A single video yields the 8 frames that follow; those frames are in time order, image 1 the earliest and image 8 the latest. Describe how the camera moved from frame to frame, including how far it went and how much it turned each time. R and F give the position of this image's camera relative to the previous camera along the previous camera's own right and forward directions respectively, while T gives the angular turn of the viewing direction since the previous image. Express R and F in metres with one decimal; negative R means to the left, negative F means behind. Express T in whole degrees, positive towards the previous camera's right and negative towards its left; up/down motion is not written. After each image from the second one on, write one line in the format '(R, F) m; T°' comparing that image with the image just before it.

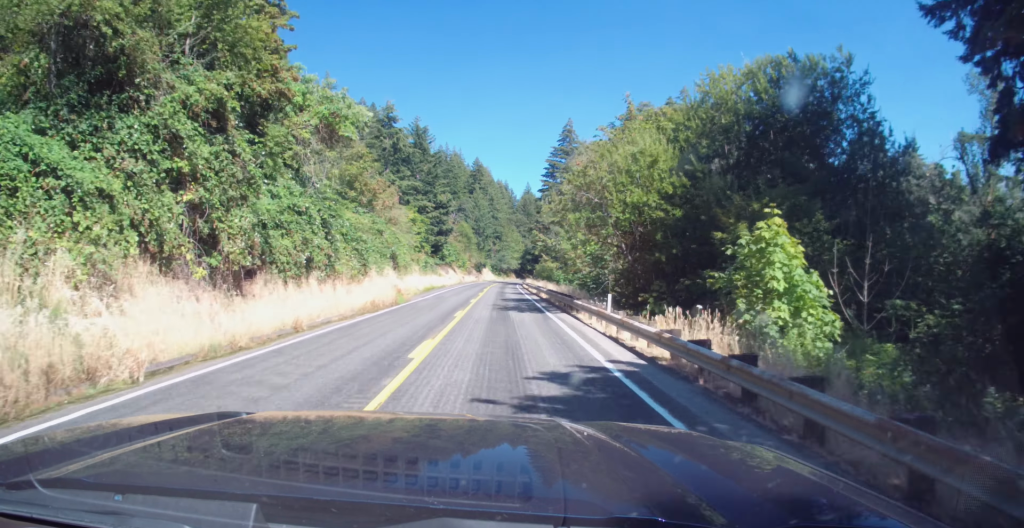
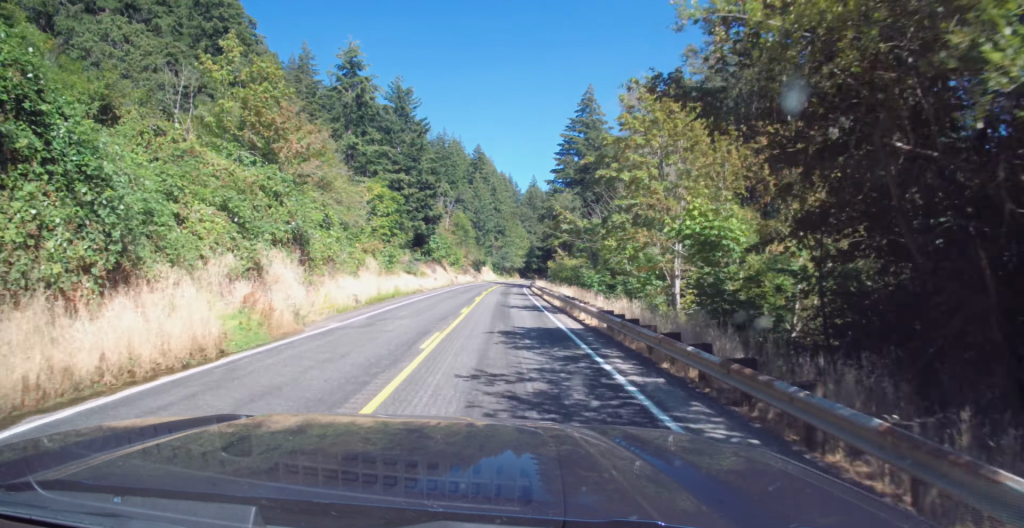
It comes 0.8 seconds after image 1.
(0.0, +22.6) m; -1°
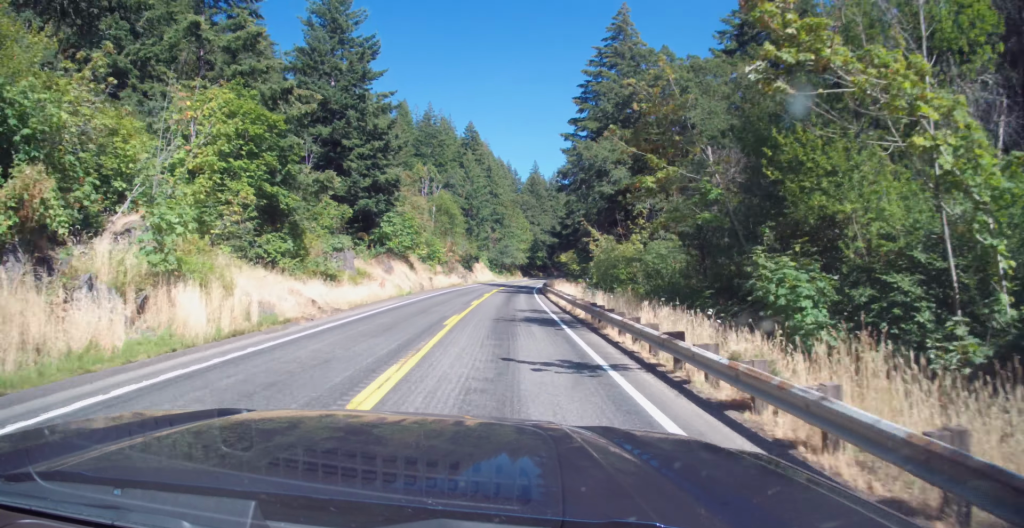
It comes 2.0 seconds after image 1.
(-0.4, +31.2) m; -1°
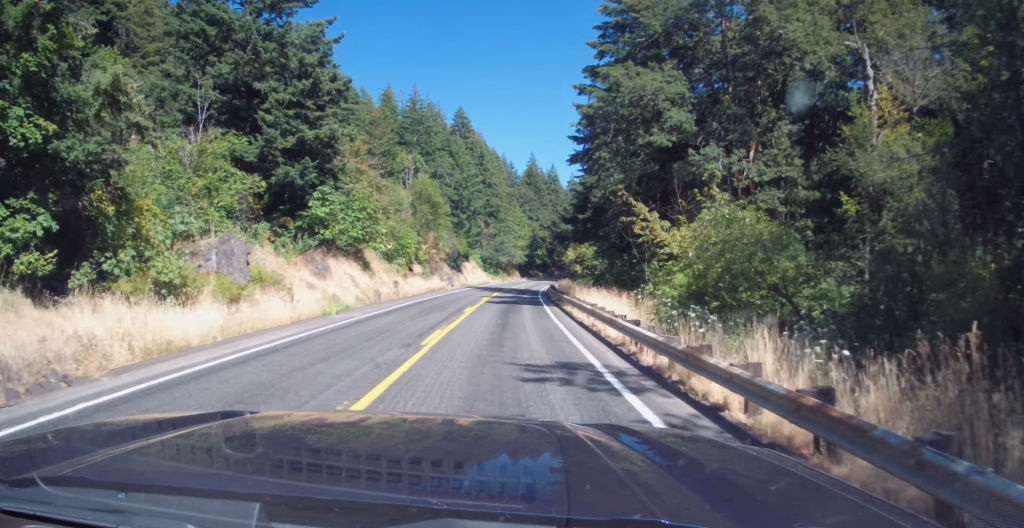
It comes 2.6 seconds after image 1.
(-0.1, +17.3) m; +1°
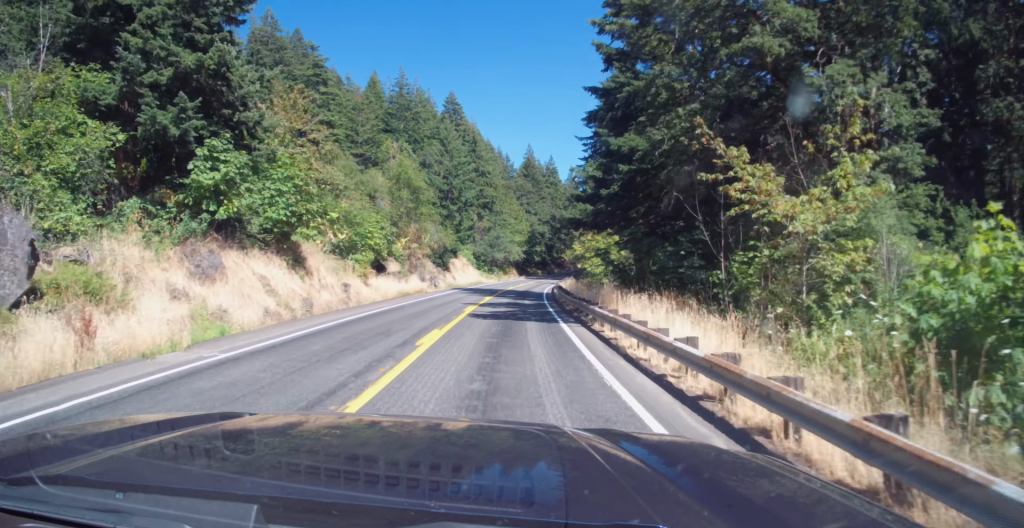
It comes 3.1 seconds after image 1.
(+0.2, +13.2) m; +1°
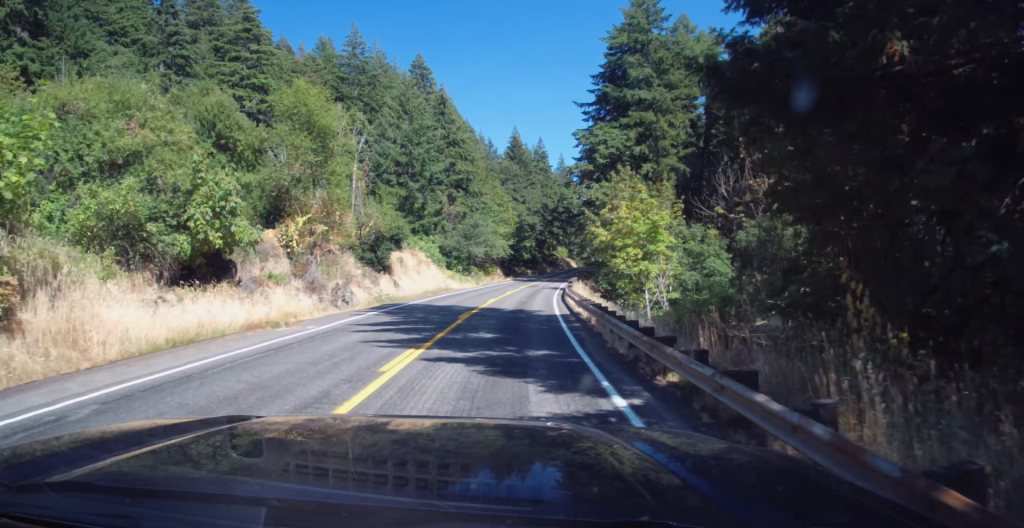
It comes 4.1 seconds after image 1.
(+0.6, +27.6) m; +2°
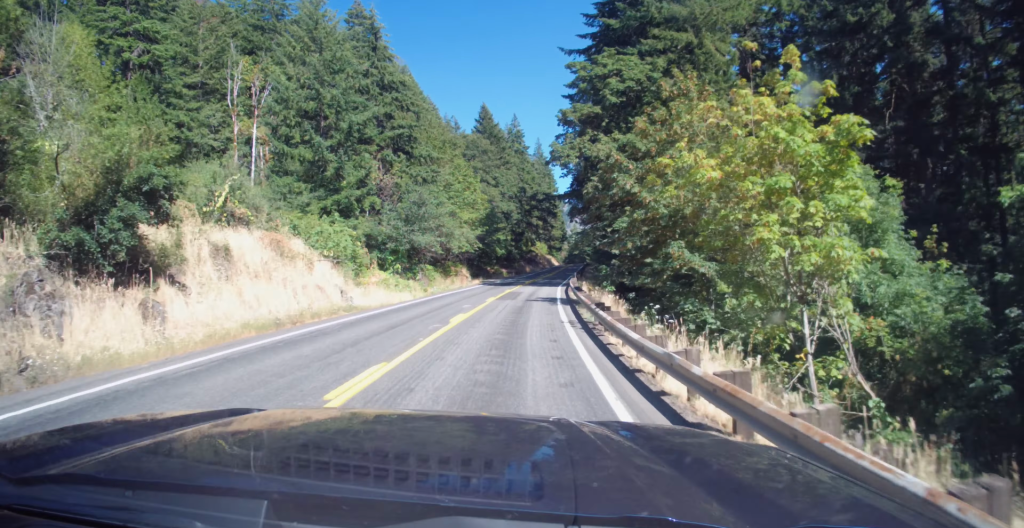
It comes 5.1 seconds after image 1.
(+0.2, +27.6) m; +1°
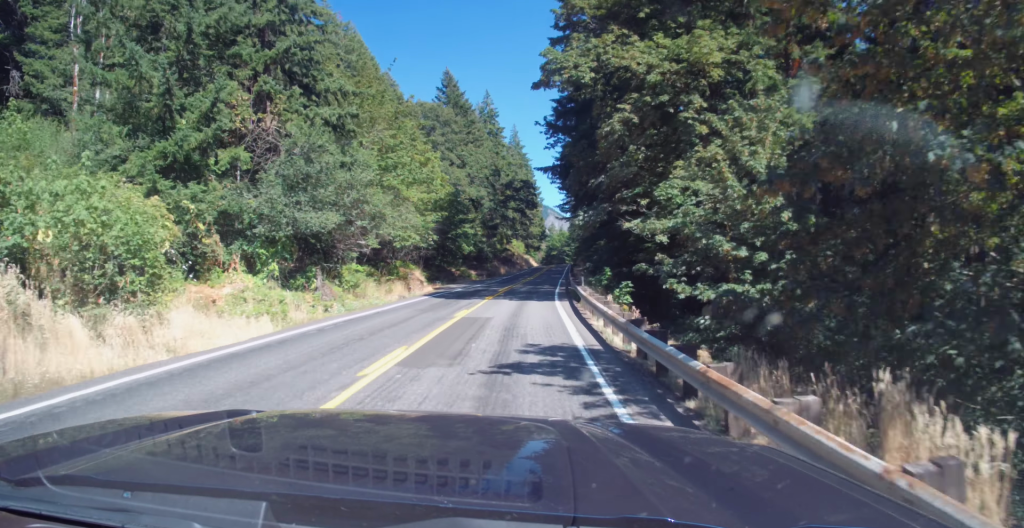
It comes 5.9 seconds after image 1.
(+0.3, +22.2) m; +2°
